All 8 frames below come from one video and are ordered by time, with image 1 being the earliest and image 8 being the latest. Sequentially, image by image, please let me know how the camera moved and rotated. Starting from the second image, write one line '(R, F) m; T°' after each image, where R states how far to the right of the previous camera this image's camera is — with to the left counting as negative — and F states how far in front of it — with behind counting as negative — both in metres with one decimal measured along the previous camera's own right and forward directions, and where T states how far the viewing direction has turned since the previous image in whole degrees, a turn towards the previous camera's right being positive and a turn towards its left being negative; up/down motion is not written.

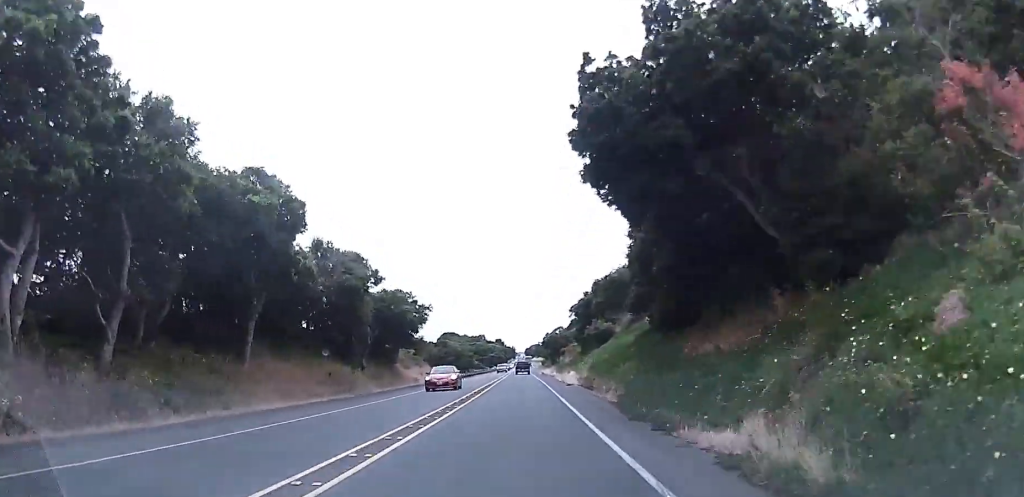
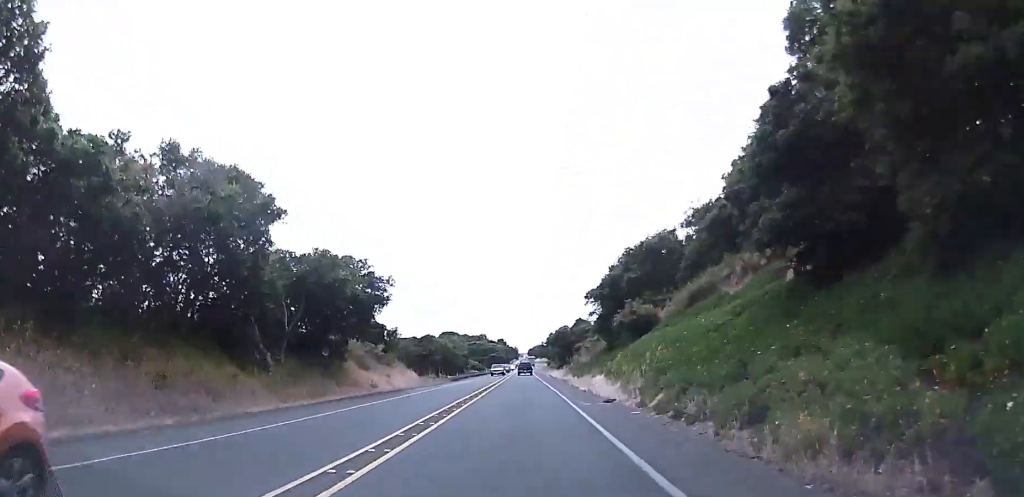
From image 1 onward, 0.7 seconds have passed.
(-0.1, +19.6) m; -1°
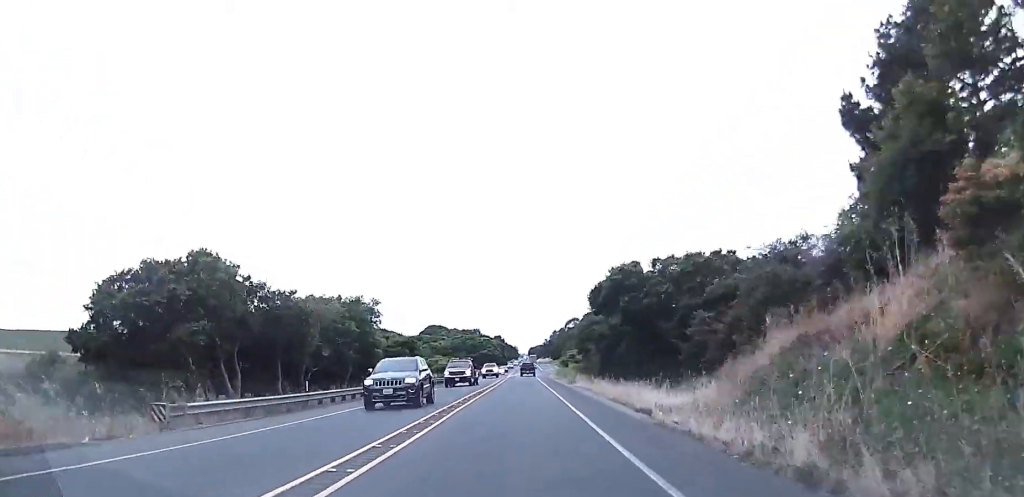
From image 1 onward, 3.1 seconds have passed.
(-0.4, +64.2) m; +1°
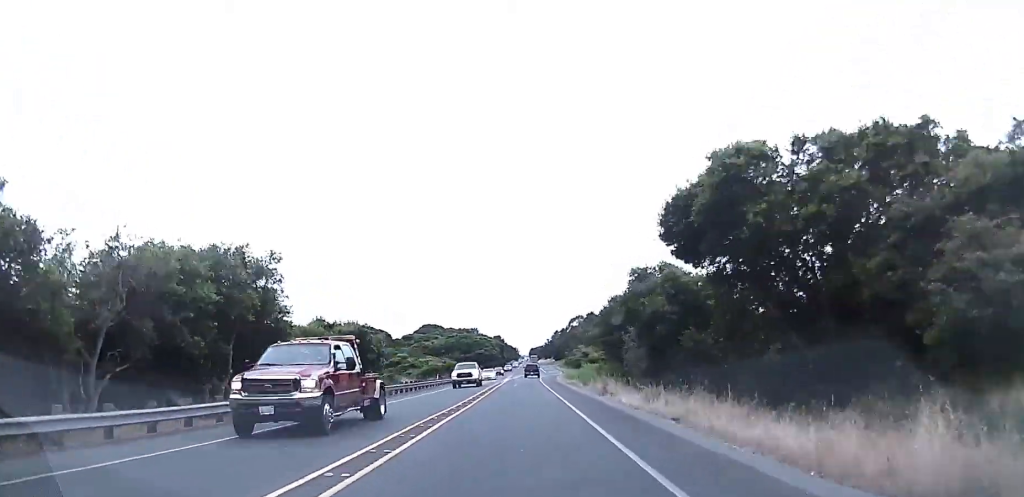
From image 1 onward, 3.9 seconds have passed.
(+0.1, +20.6) m; -1°
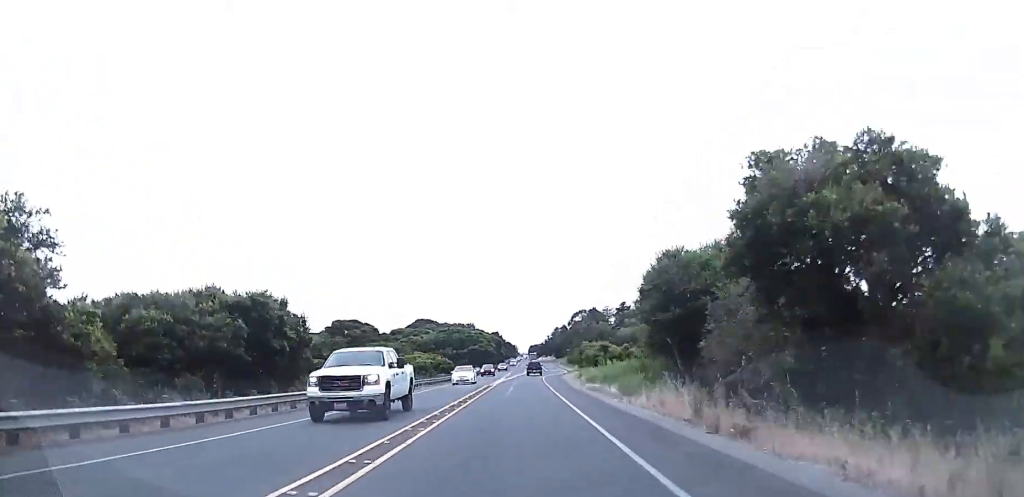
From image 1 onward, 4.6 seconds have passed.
(-0.3, +18.7) m; 0°
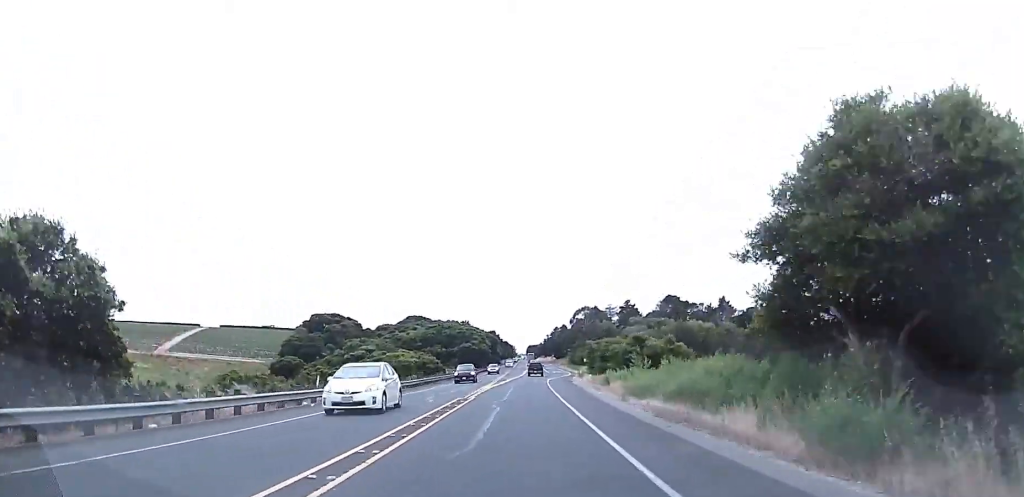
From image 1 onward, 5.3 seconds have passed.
(-0.2, +18.7) m; 0°
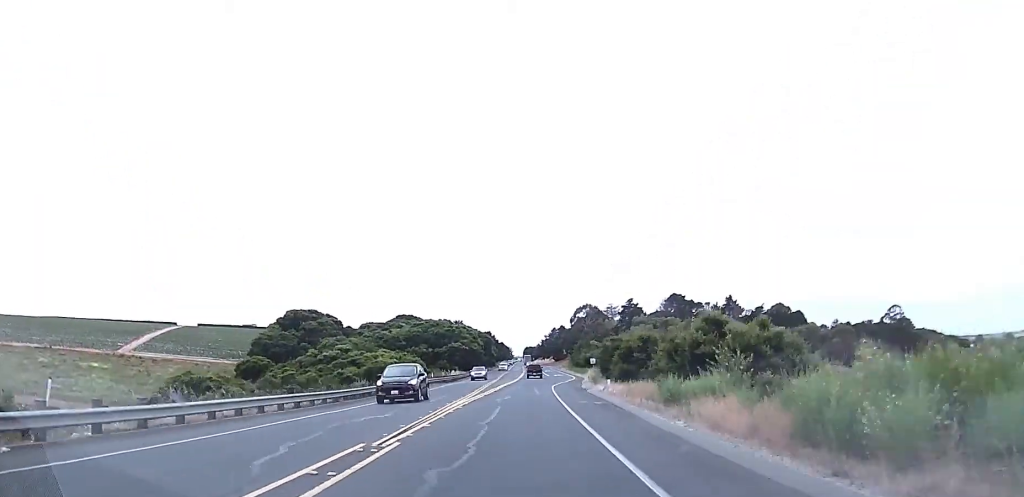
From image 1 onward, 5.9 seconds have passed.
(+0.3, +16.9) m; +1°
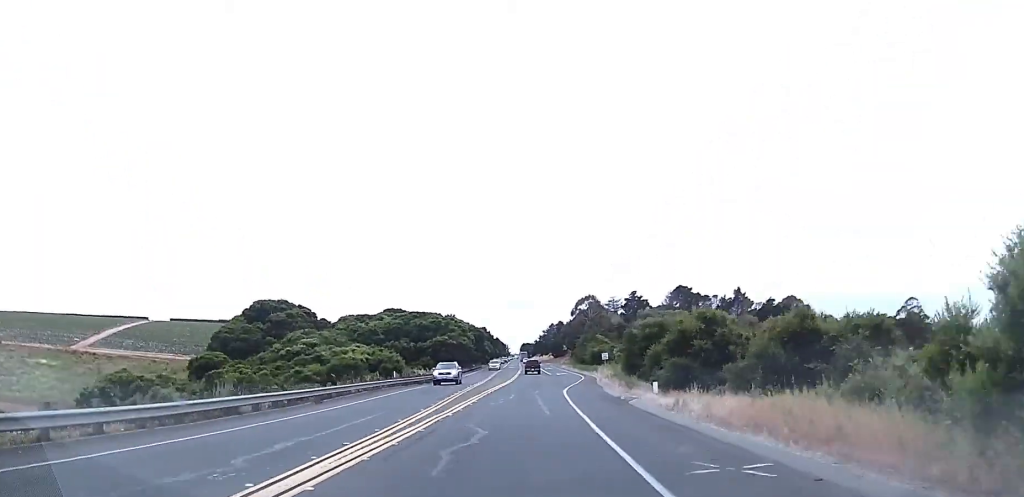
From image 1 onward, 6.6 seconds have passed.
(0.0, +18.6) m; 0°
